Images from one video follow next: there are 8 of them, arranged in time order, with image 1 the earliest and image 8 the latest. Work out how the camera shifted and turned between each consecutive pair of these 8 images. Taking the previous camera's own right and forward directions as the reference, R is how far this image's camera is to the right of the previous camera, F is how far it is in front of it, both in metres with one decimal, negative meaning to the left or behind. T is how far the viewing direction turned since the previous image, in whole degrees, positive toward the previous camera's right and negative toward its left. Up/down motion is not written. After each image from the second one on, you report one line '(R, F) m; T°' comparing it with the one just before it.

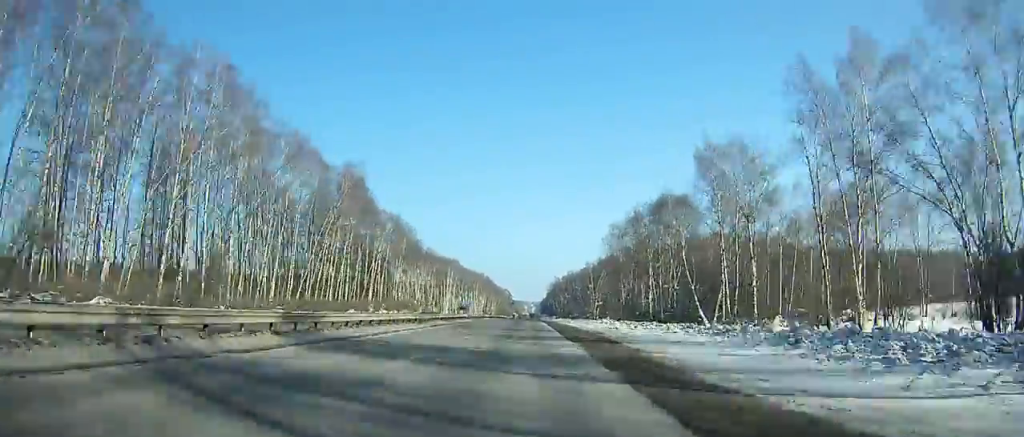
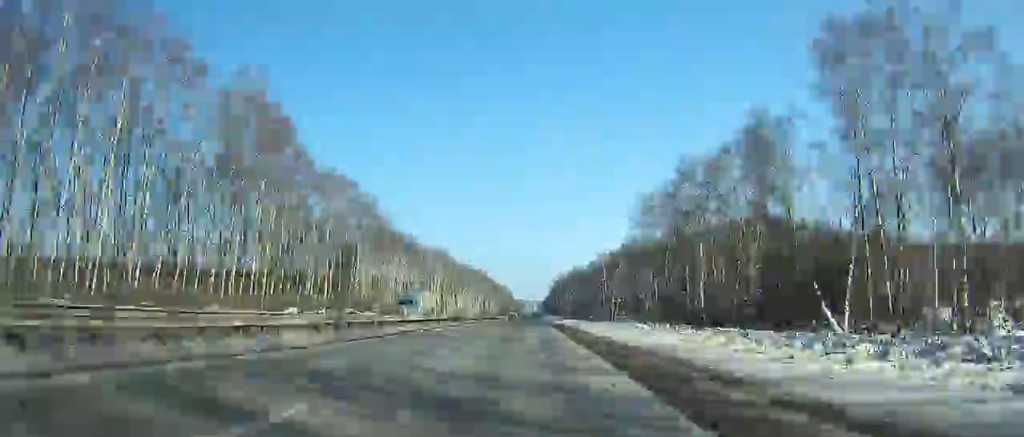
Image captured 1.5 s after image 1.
(0.0, +32.6) m; 0°
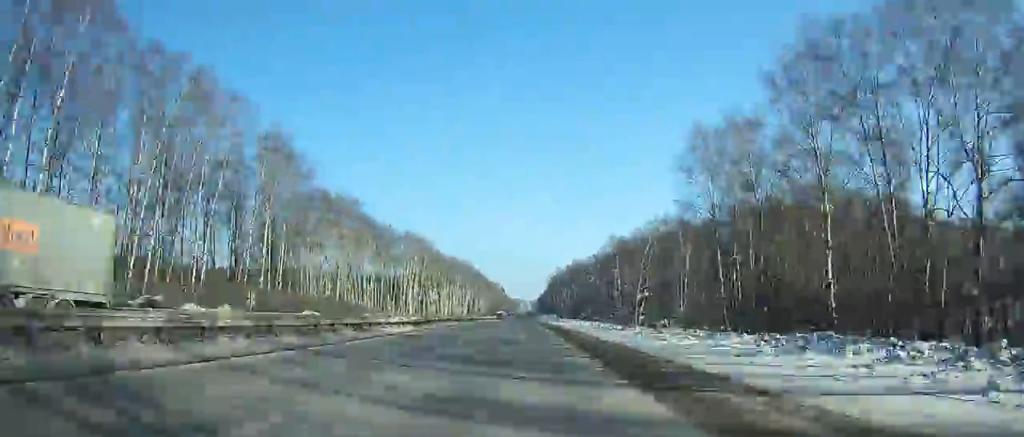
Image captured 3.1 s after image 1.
(+0.1, +34.9) m; 0°
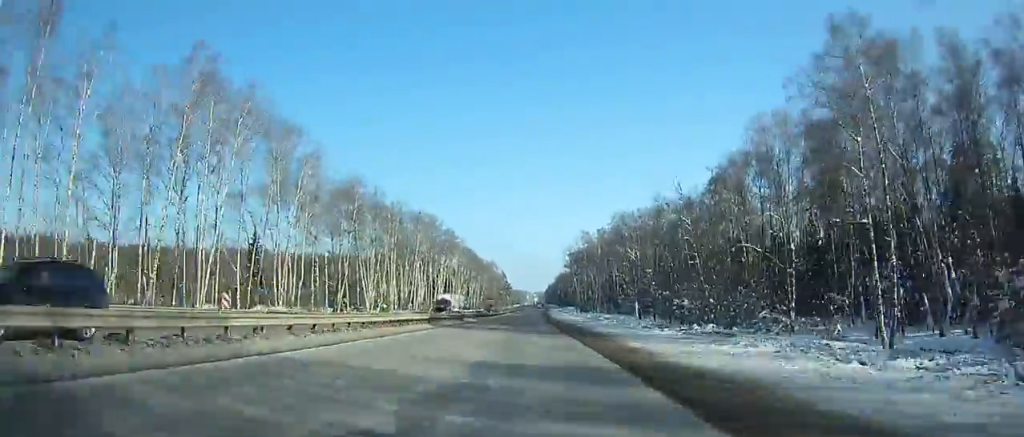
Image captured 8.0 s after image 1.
(-0.5, +108.3) m; 0°
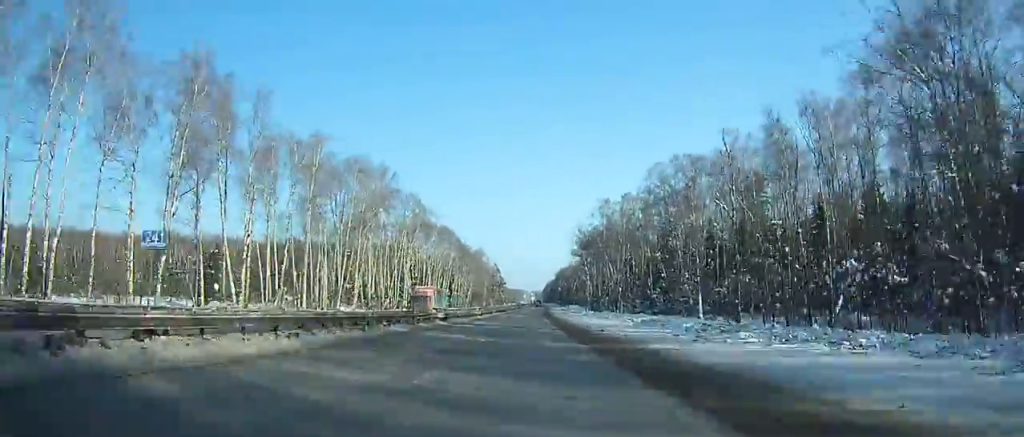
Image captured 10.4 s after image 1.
(0.0, +53.8) m; 0°
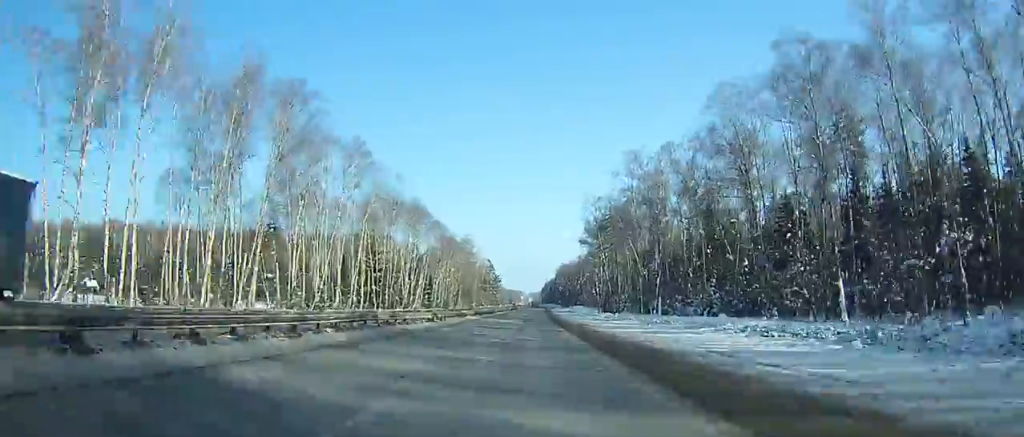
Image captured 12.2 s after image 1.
(-0.1, +40.6) m; 0°
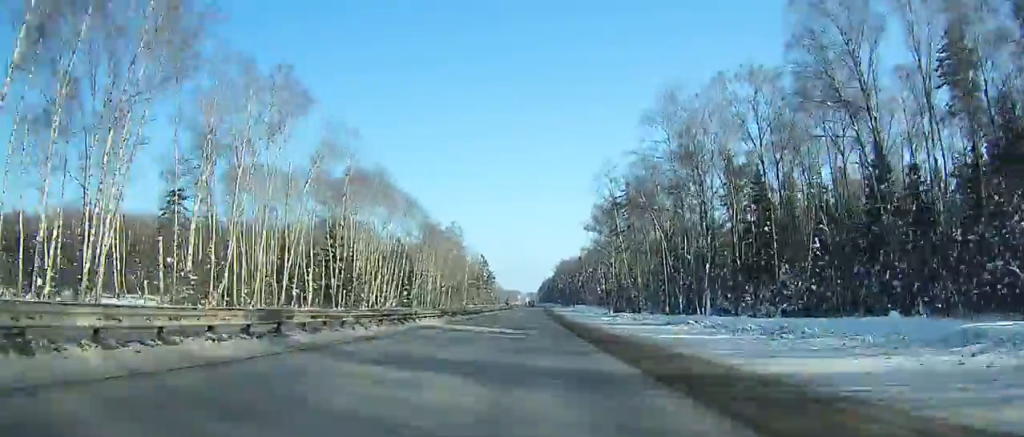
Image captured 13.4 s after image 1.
(+0.2, +27.2) m; 0°
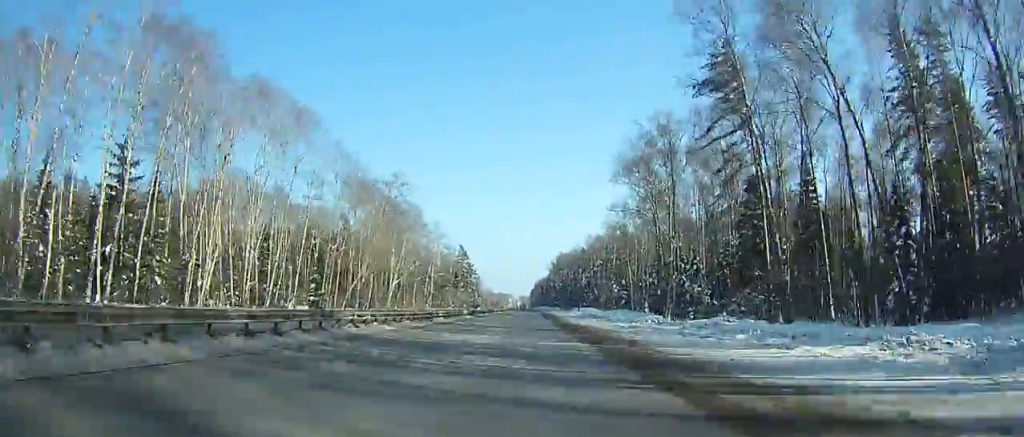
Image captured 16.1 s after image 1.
(+0.3, +61.4) m; 0°
